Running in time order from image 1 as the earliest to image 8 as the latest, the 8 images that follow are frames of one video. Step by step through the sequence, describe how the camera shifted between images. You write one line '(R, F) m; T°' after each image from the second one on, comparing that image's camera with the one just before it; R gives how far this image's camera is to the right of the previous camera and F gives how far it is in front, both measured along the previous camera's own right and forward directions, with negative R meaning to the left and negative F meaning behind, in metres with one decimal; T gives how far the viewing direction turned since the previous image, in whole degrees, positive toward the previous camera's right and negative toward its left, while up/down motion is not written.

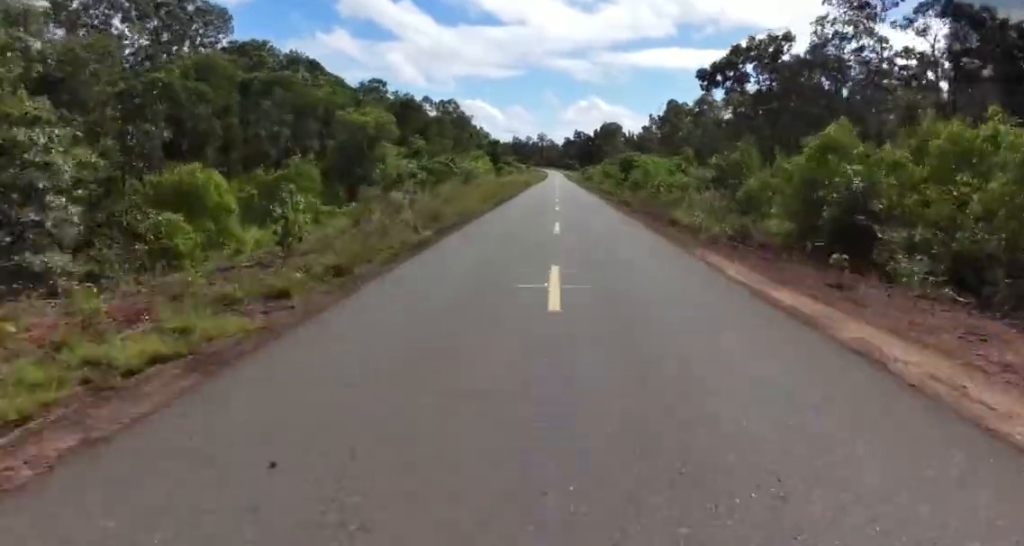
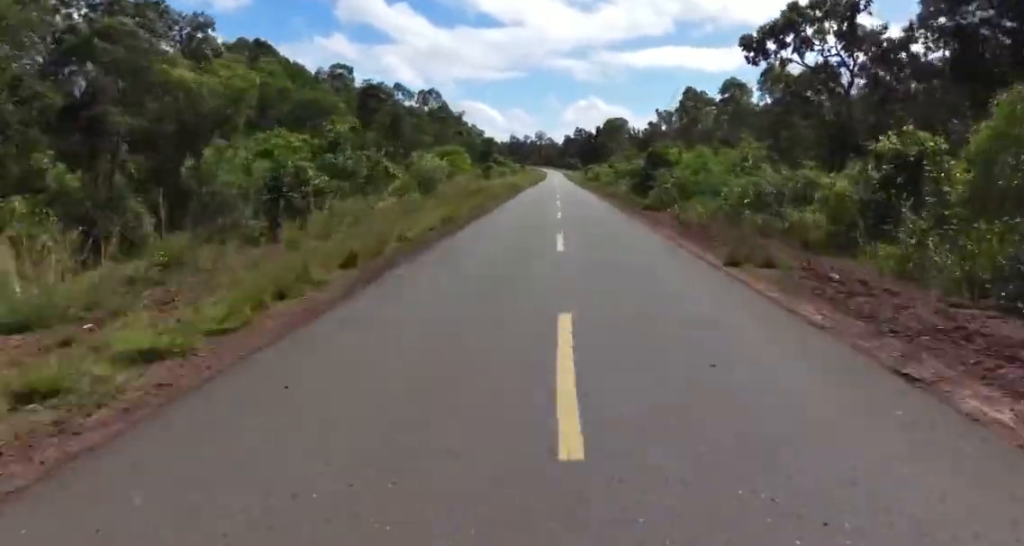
(+0.2, +20.9) m; +1°
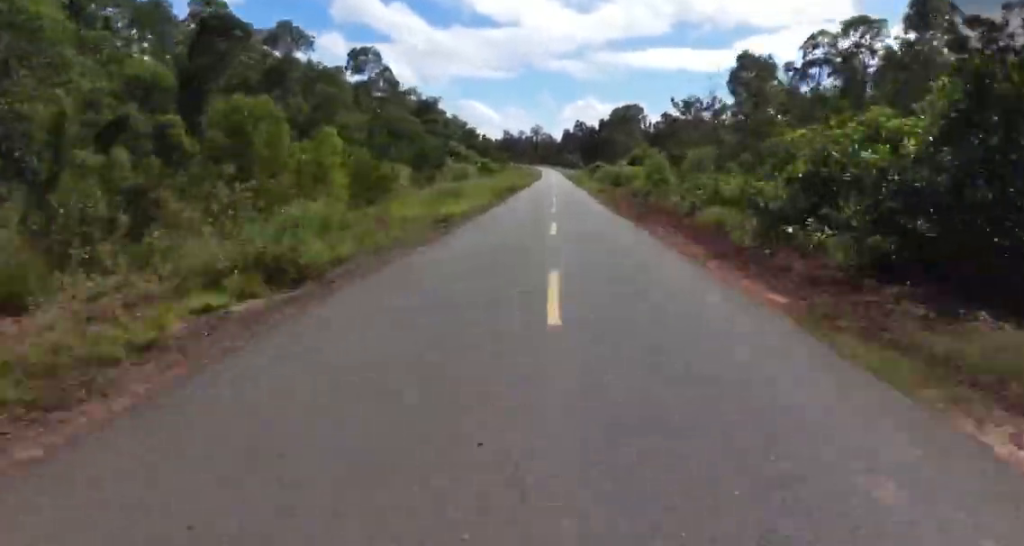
(+0.7, +39.7) m; 0°
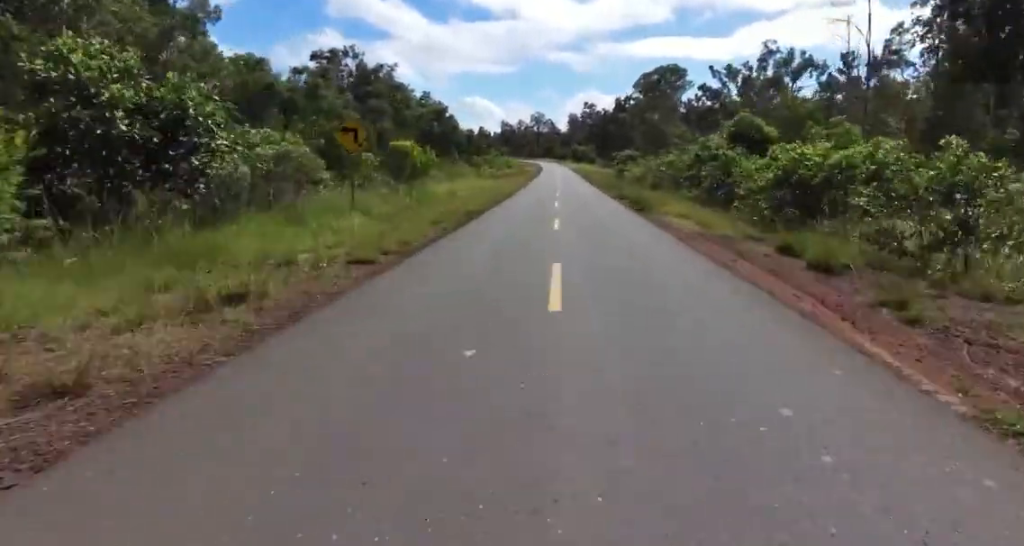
(+0.4, +47.9) m; +1°
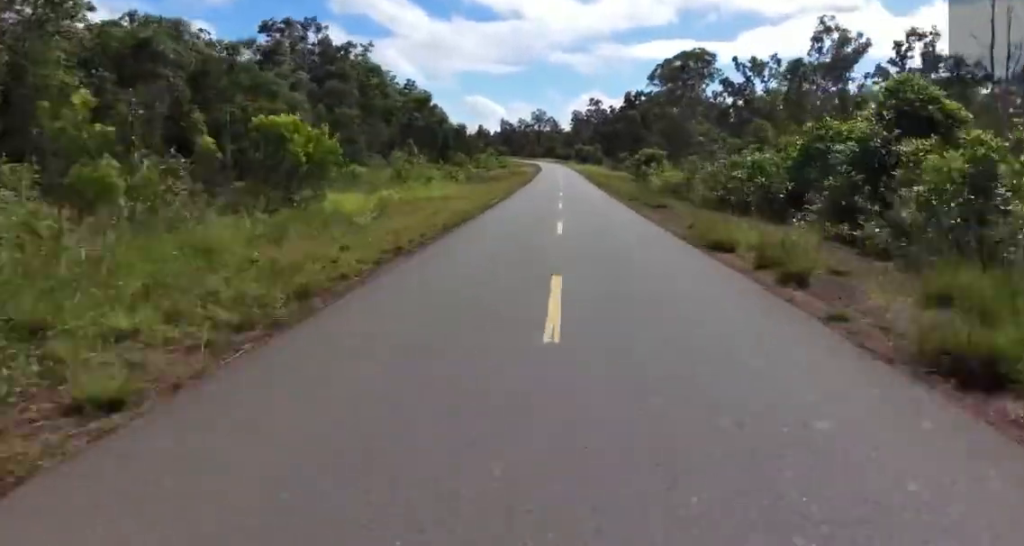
(+0.4, +17.8) m; -1°
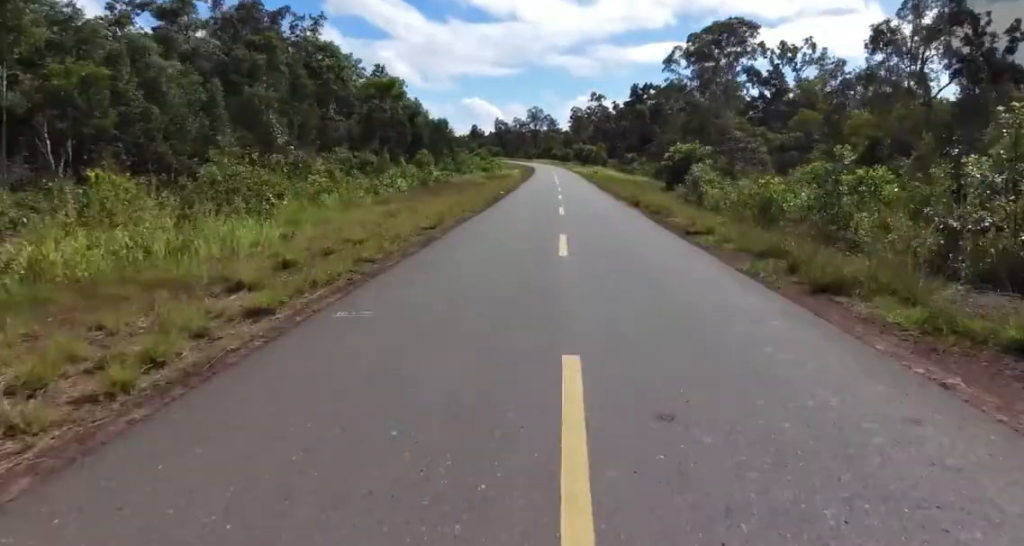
(-0.9, +20.5) m; -2°
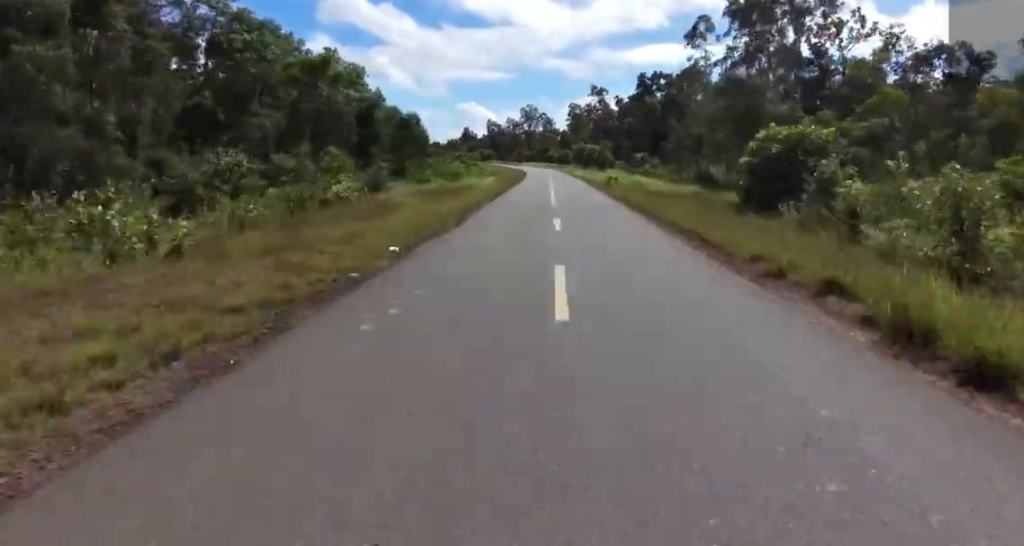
(-0.1, +21.2) m; +1°
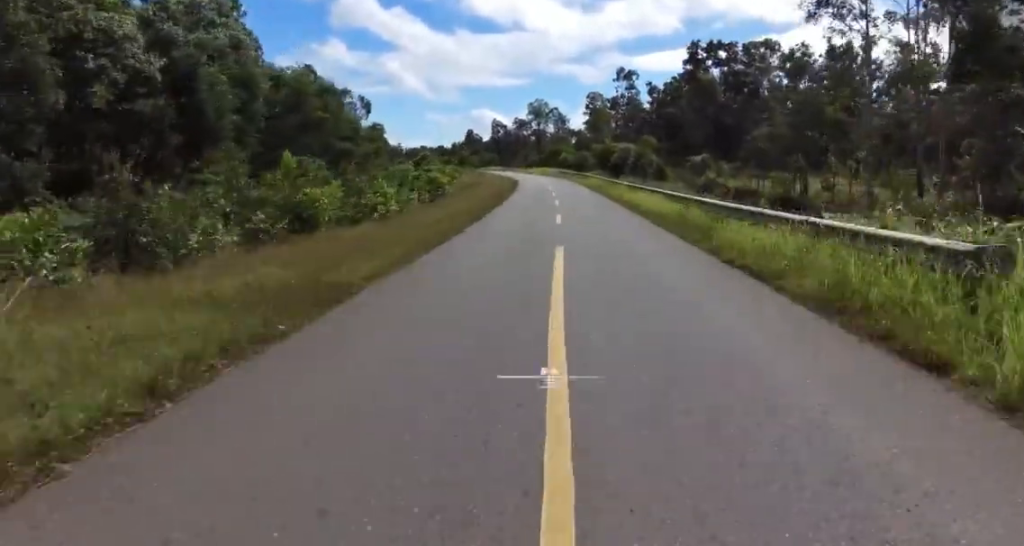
(+1.0, +39.7) m; +2°
